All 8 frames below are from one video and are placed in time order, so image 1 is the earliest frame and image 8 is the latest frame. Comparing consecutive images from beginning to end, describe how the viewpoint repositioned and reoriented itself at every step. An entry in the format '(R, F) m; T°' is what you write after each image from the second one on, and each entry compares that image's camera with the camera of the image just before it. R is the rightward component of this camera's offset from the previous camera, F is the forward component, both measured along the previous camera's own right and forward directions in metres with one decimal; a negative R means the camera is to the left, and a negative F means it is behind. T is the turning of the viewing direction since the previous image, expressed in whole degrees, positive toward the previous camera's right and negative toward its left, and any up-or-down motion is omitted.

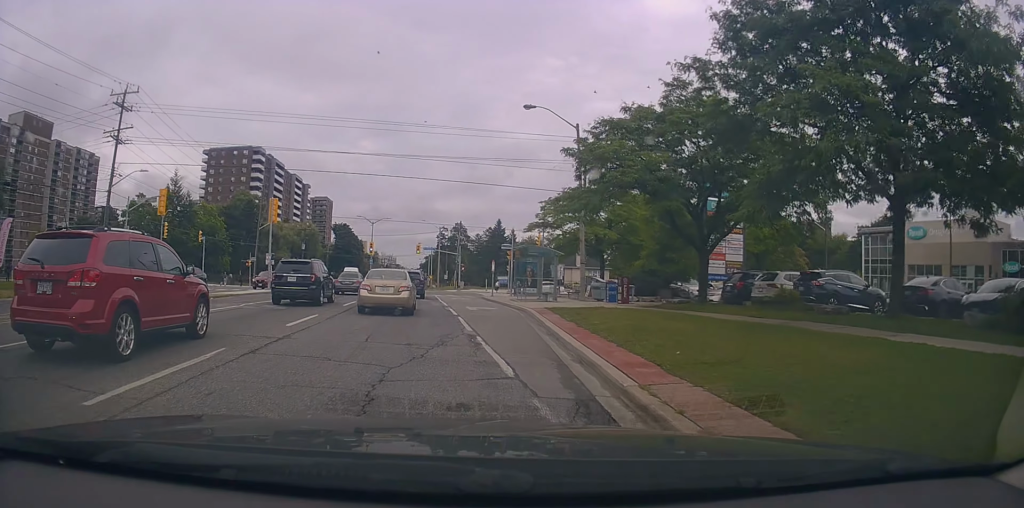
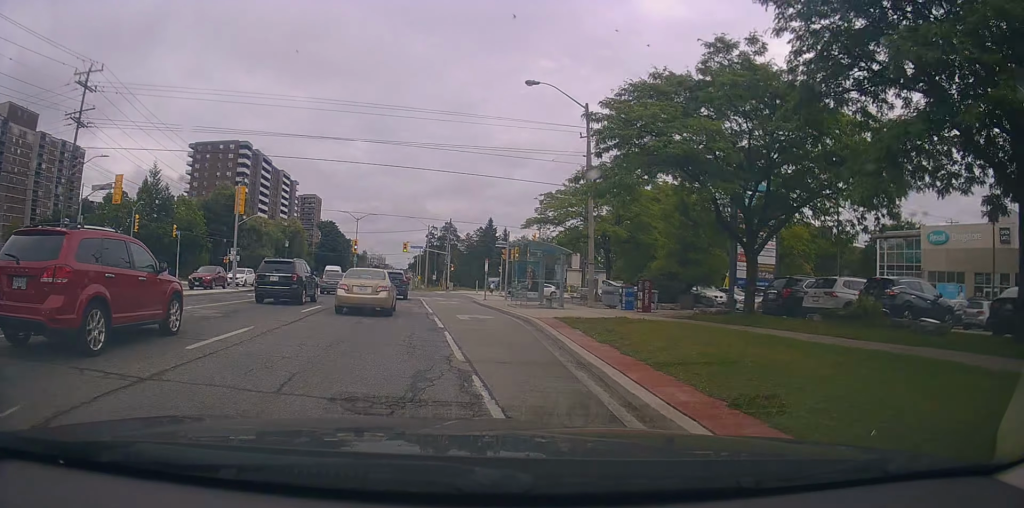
(-0.1, +4.4) m; +1°
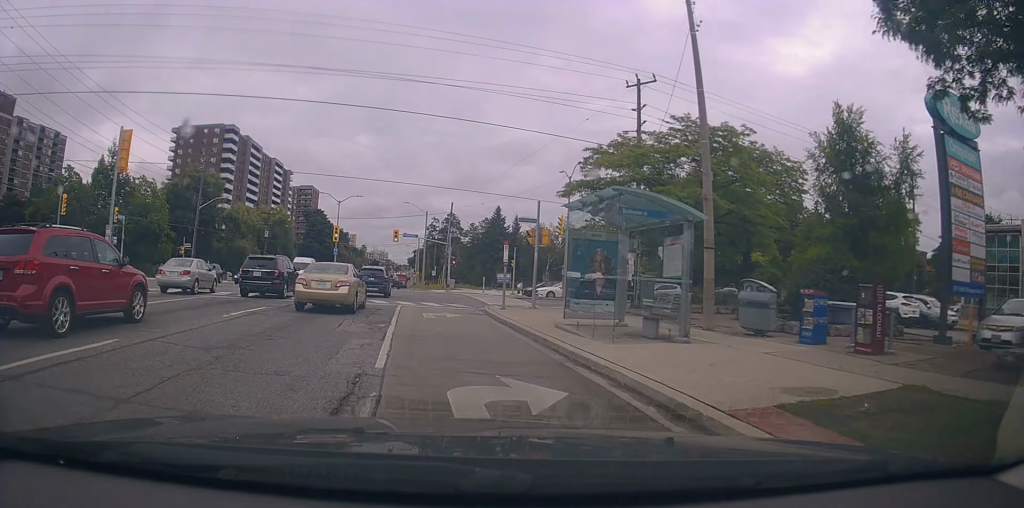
(+0.7, +12.8) m; +4°
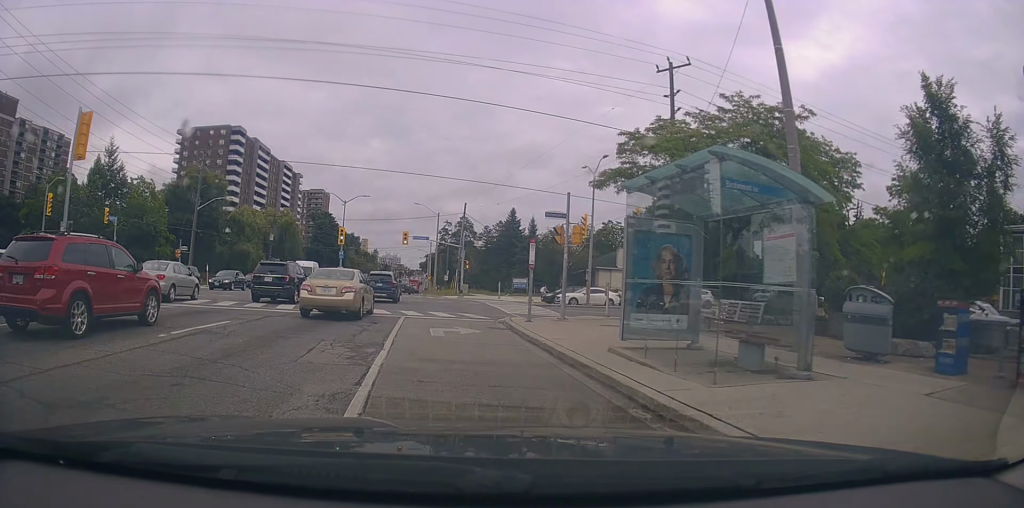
(-0.1, +3.7) m; 0°
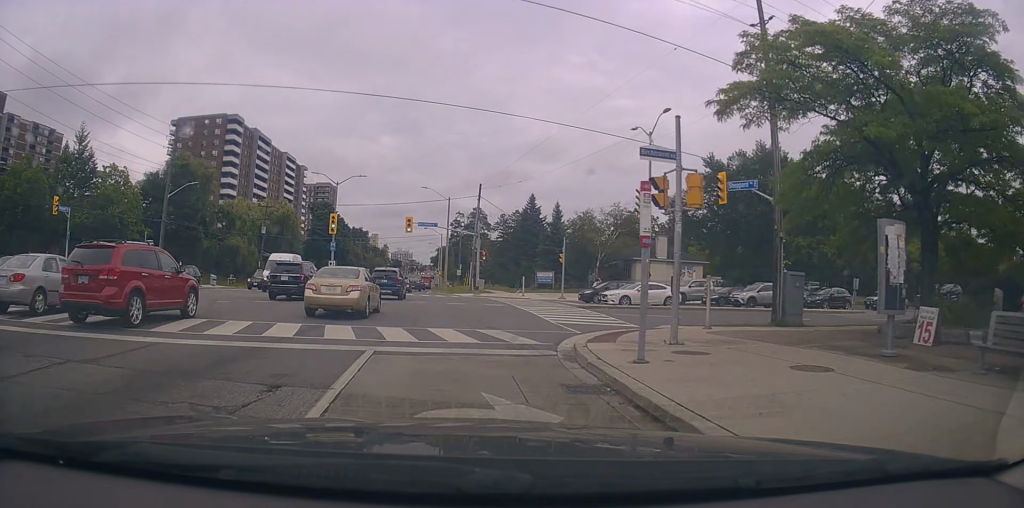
(-0.1, +9.6) m; -1°
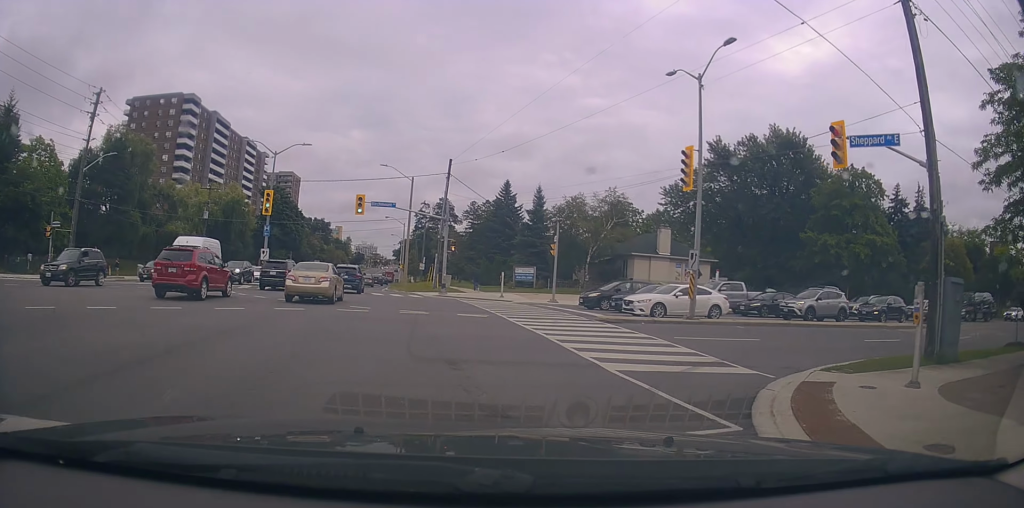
(-0.5, +11.3) m; -2°
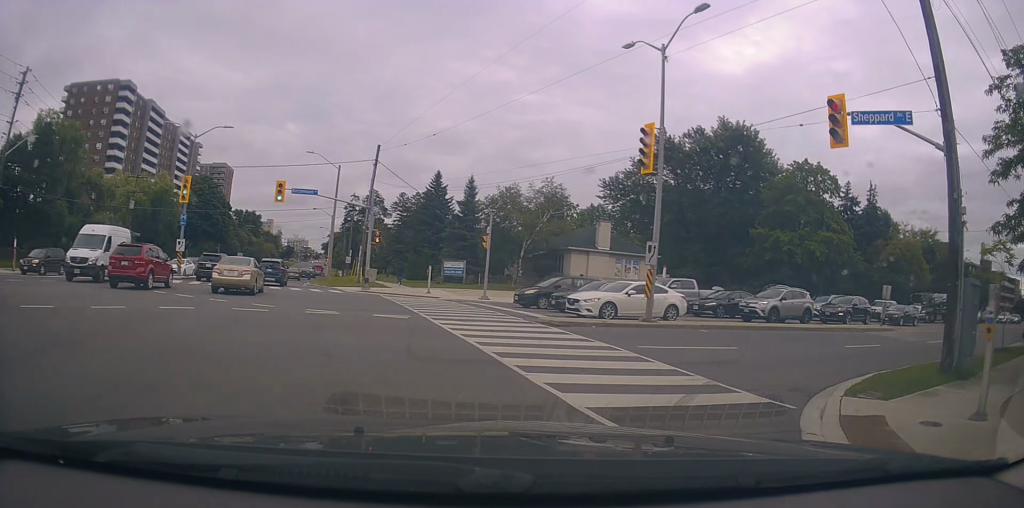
(+0.1, +3.0) m; +9°
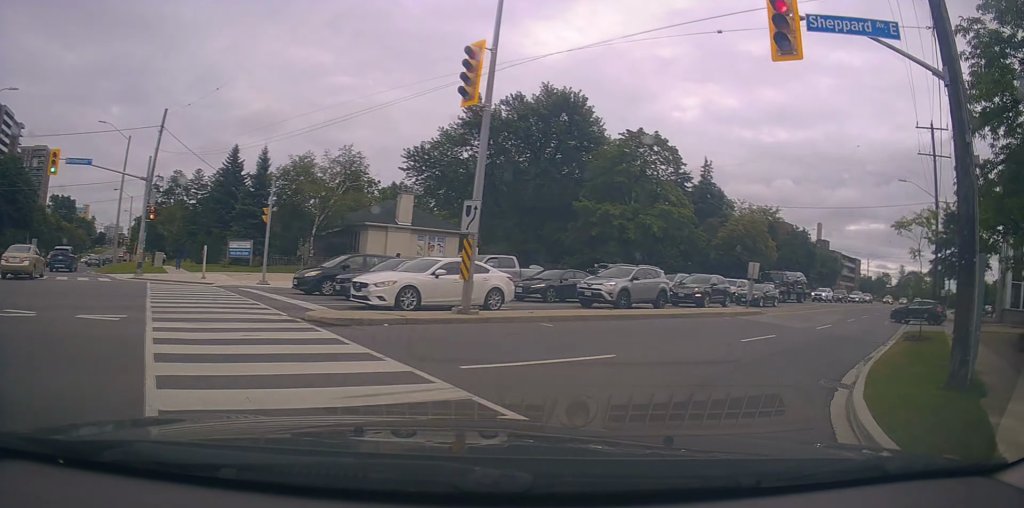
(+0.7, +4.9) m; +23°
